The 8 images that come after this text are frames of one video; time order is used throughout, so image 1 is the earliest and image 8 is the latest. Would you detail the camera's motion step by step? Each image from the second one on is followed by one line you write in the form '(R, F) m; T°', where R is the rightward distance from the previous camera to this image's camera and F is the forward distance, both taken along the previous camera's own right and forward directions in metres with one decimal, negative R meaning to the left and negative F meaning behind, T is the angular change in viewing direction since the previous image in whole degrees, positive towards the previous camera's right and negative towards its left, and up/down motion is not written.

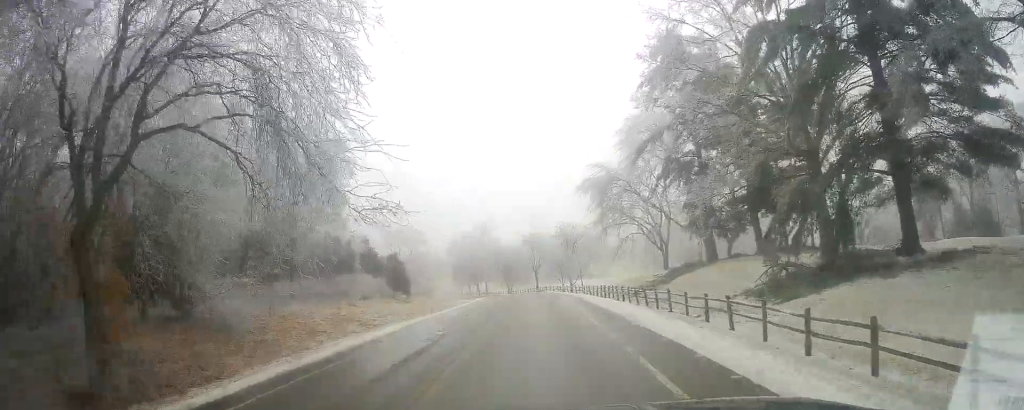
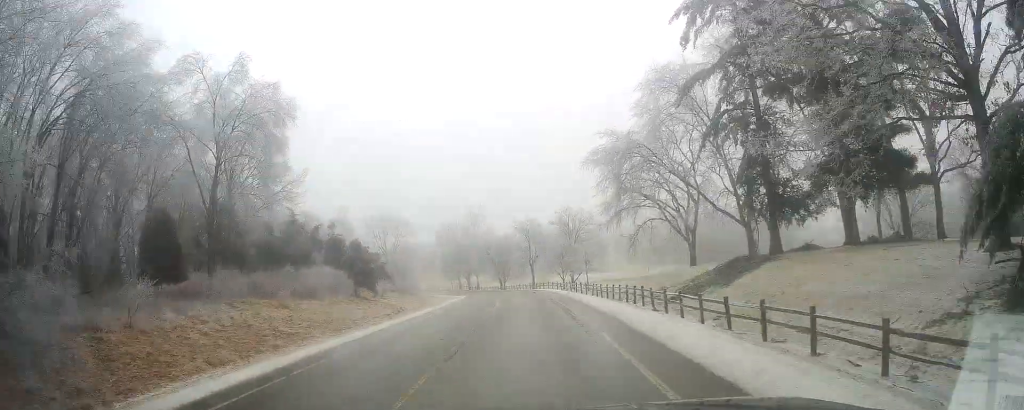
(-0.1, +15.5) m; +2°
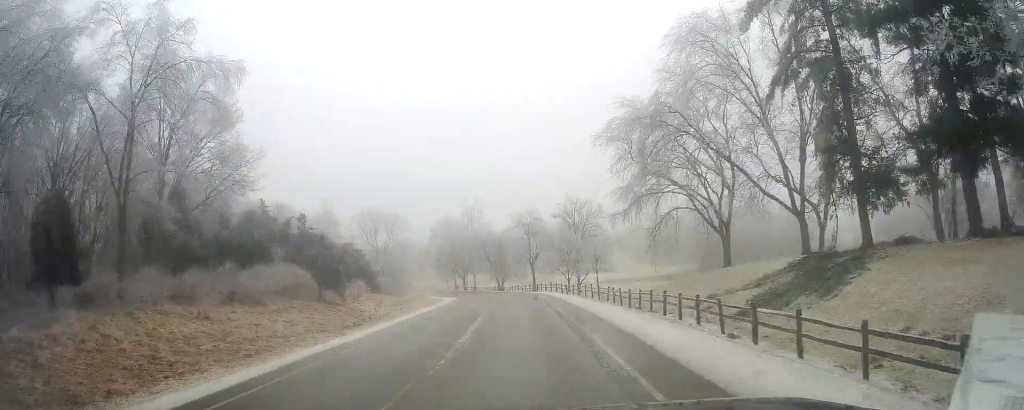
(+0.4, +11.6) m; +2°
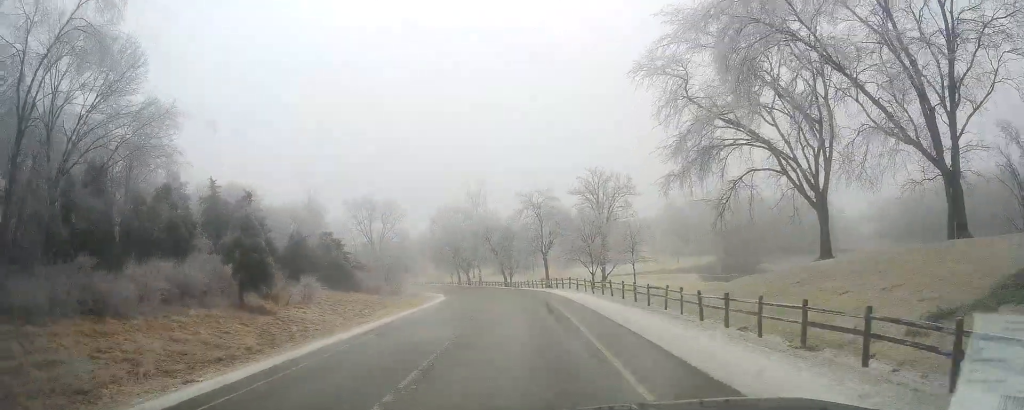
(-0.3, +17.4) m; -3°
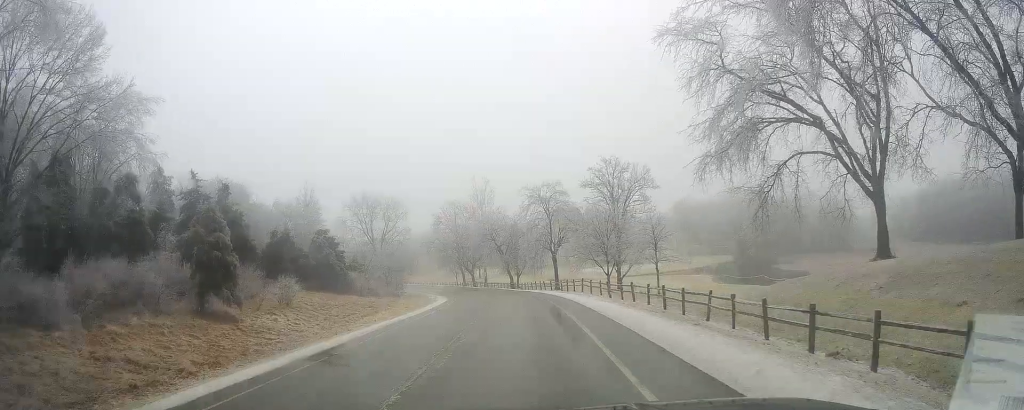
(-0.3, +6.1) m; -1°
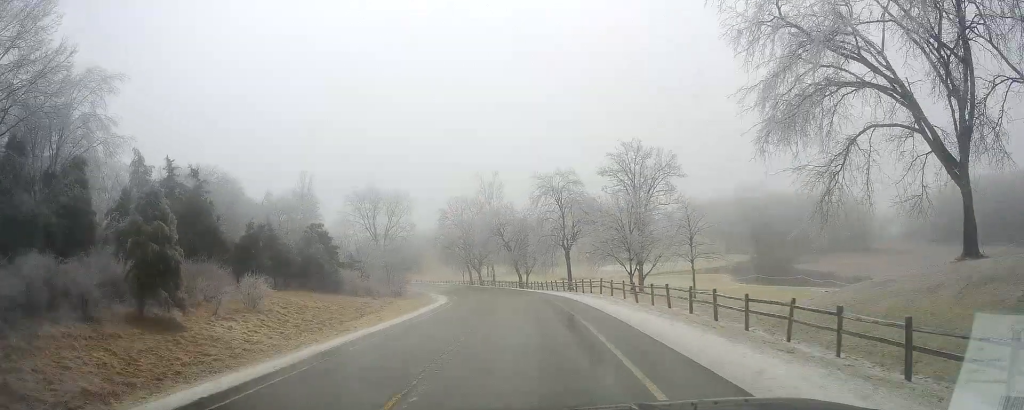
(+0.1, +7.0) m; 0°
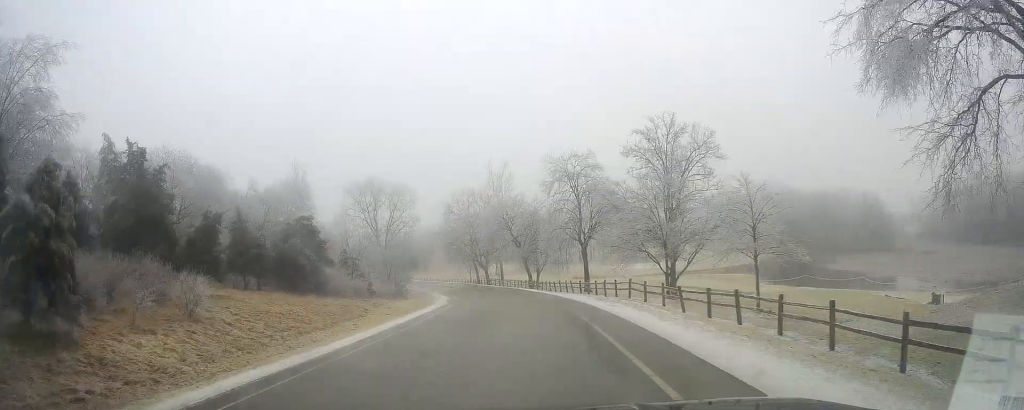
(+0.3, +8.9) m; 0°
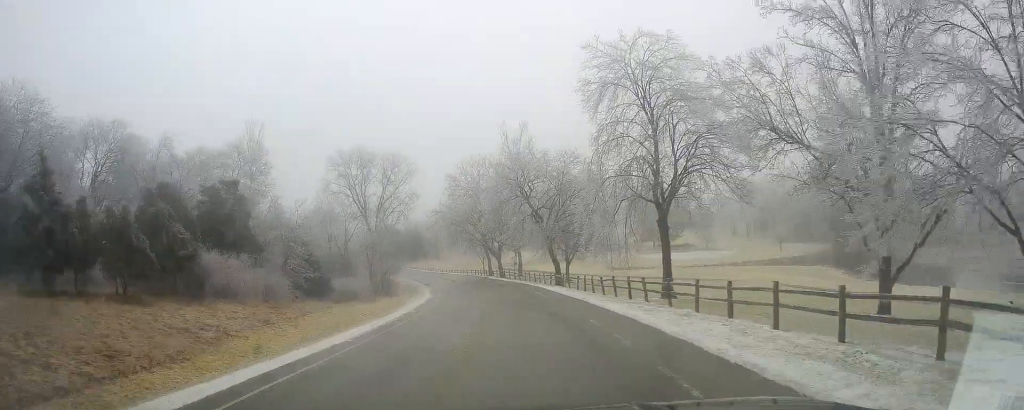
(-0.8, +26.7) m; -1°
